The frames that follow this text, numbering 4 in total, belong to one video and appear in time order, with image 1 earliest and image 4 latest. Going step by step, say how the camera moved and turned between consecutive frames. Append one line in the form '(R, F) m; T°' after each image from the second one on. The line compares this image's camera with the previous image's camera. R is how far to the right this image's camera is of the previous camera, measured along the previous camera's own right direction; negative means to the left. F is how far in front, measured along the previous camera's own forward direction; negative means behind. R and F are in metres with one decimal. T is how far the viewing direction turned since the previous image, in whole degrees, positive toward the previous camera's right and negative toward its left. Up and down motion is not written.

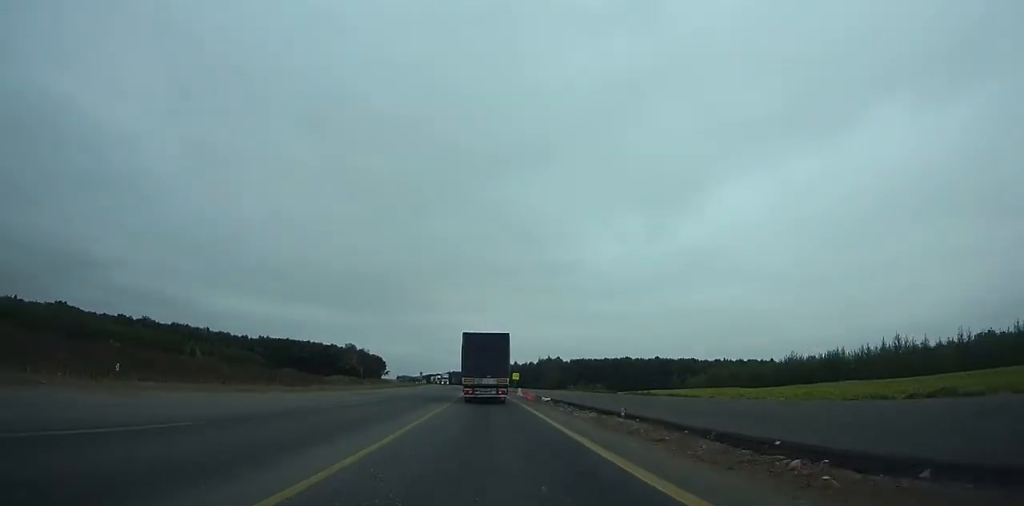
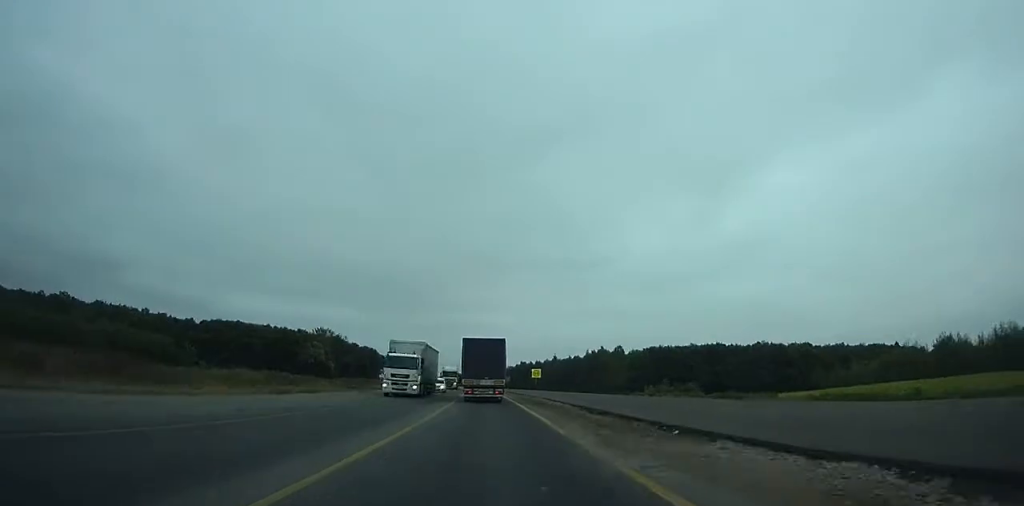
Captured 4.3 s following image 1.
(-2.0, +87.6) m; -3°
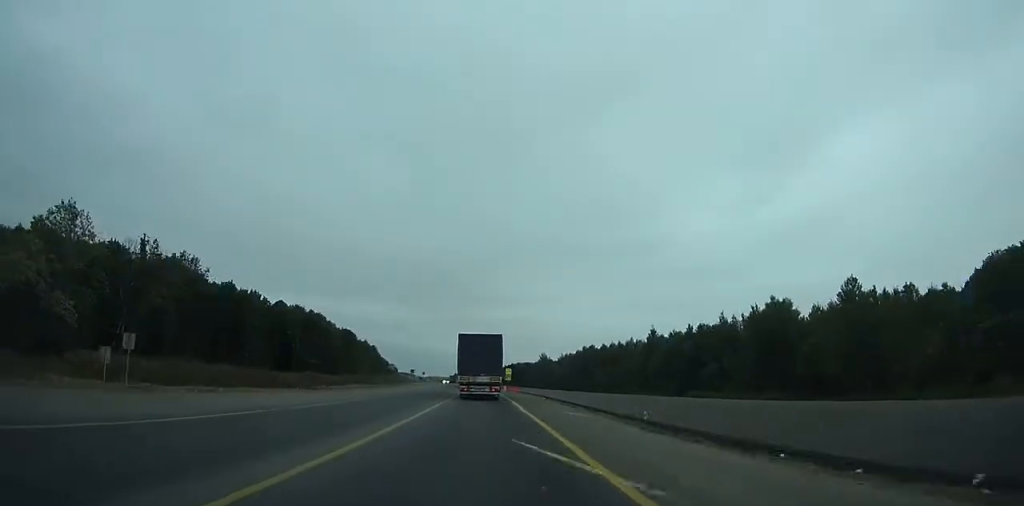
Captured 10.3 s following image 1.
(-2.7, +125.4) m; -3°
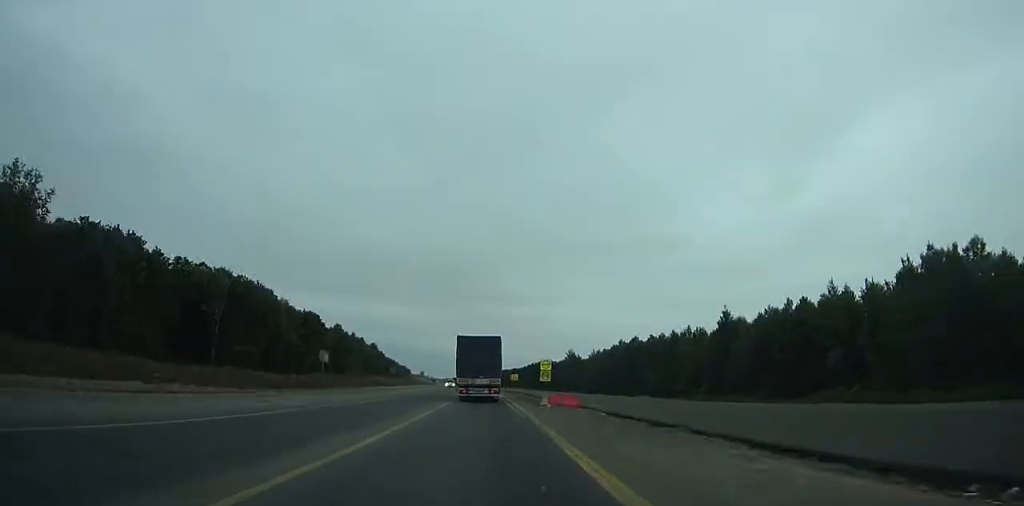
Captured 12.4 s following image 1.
(-0.8, +44.5) m; -2°
